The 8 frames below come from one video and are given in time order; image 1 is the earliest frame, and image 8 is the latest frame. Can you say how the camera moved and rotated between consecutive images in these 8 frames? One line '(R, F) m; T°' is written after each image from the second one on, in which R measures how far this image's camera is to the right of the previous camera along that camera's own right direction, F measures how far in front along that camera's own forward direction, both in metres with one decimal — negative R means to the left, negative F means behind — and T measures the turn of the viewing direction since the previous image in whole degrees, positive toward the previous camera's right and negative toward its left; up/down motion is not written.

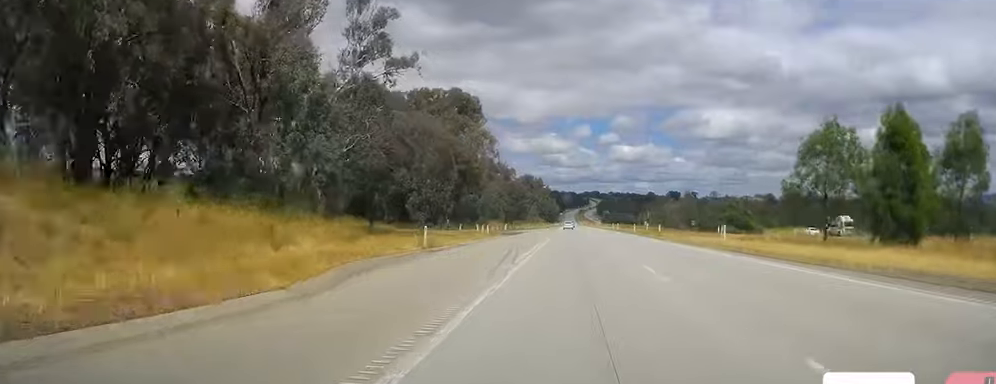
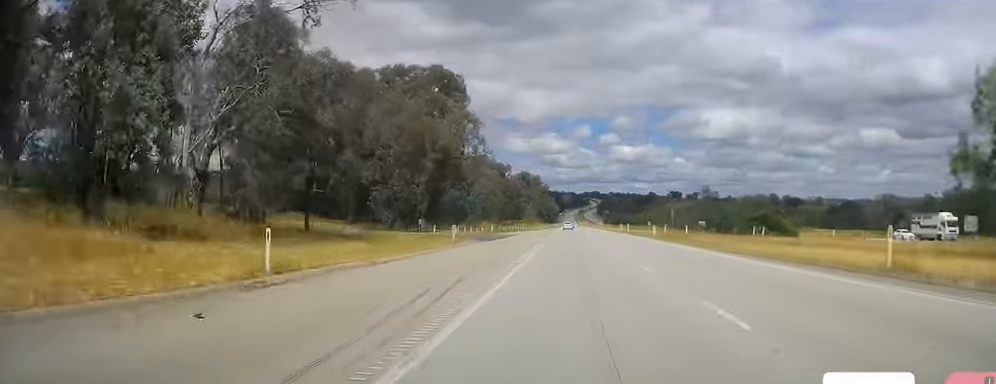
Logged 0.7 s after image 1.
(-0.2, +19.6) m; 0°
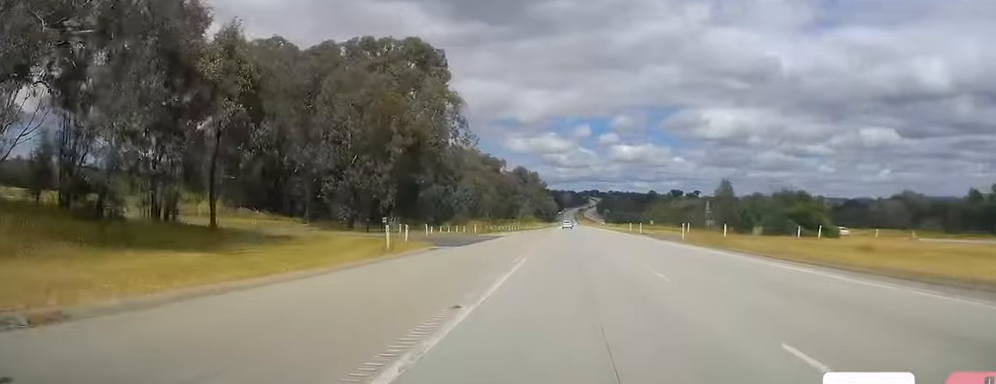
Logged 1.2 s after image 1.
(0.0, +16.6) m; 0°
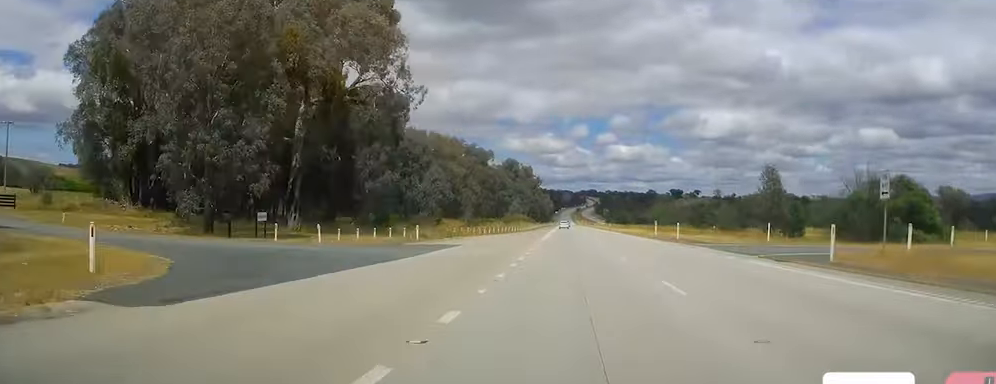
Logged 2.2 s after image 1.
(+0.2, +28.3) m; 0°
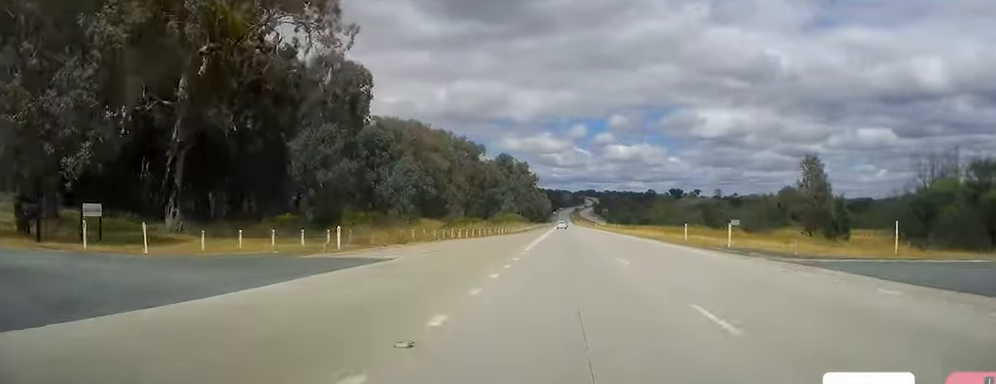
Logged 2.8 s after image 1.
(+0.2, +16.5) m; 0°
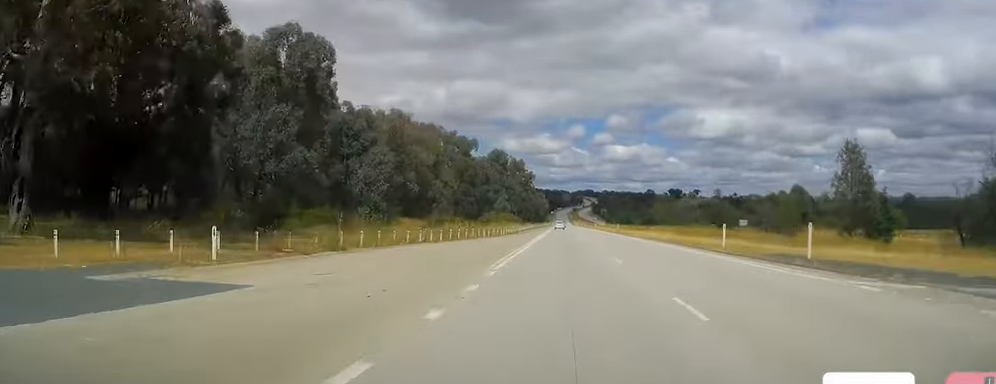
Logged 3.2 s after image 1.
(-0.1, +11.7) m; 0°
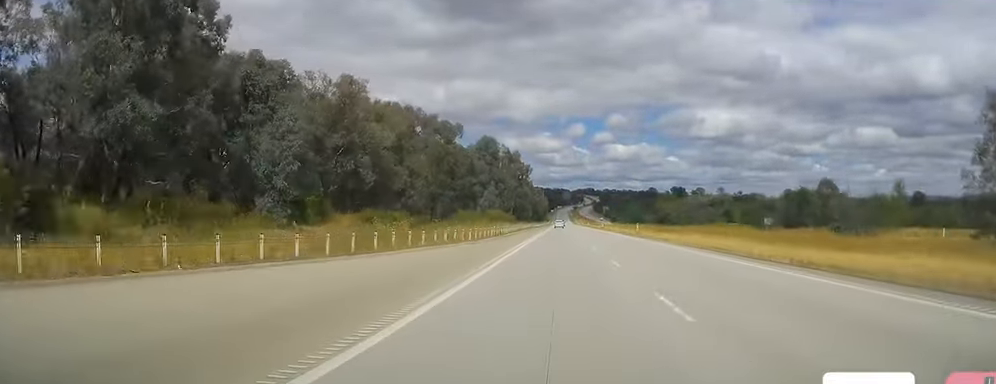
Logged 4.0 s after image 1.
(-0.5, +24.3) m; +1°
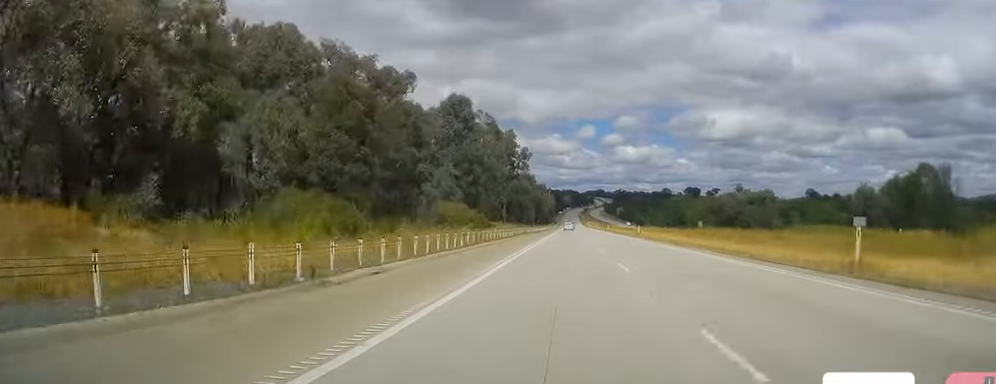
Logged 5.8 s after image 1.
(0.0, +52.6) m; -2°
